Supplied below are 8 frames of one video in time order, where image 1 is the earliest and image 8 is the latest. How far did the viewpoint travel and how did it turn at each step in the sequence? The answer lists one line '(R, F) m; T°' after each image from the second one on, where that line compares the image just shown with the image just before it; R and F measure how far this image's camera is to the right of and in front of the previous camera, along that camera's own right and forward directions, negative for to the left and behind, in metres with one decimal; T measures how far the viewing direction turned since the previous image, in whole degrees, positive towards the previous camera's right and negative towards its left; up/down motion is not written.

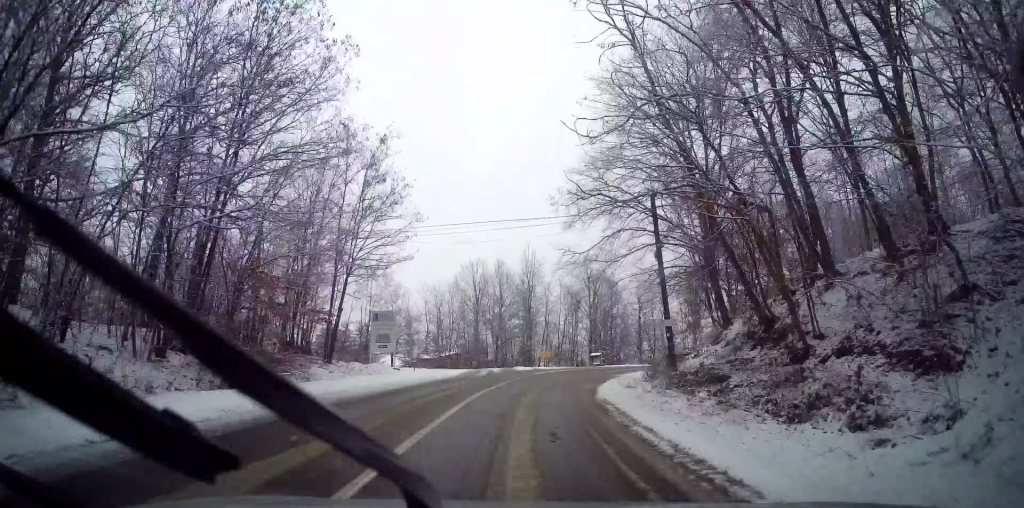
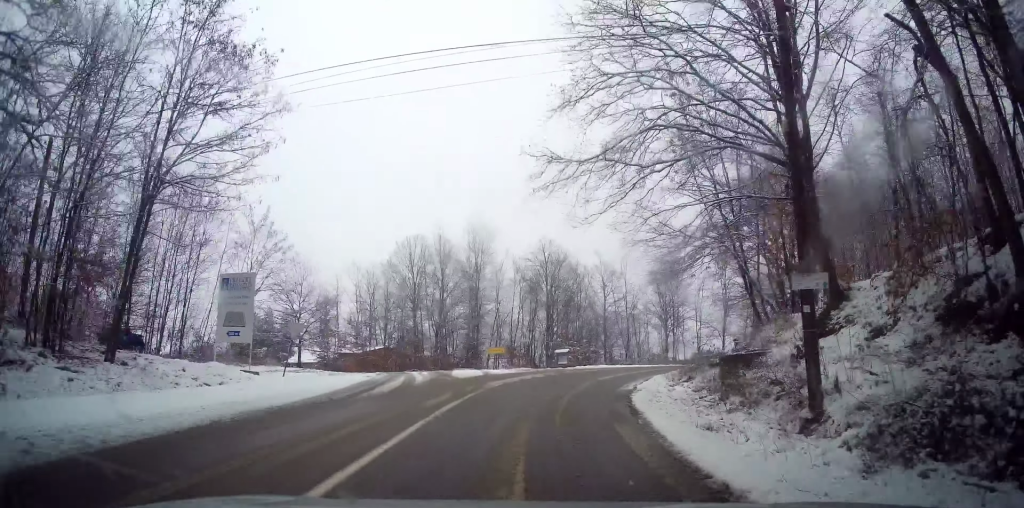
(0.0, +12.1) m; +4°
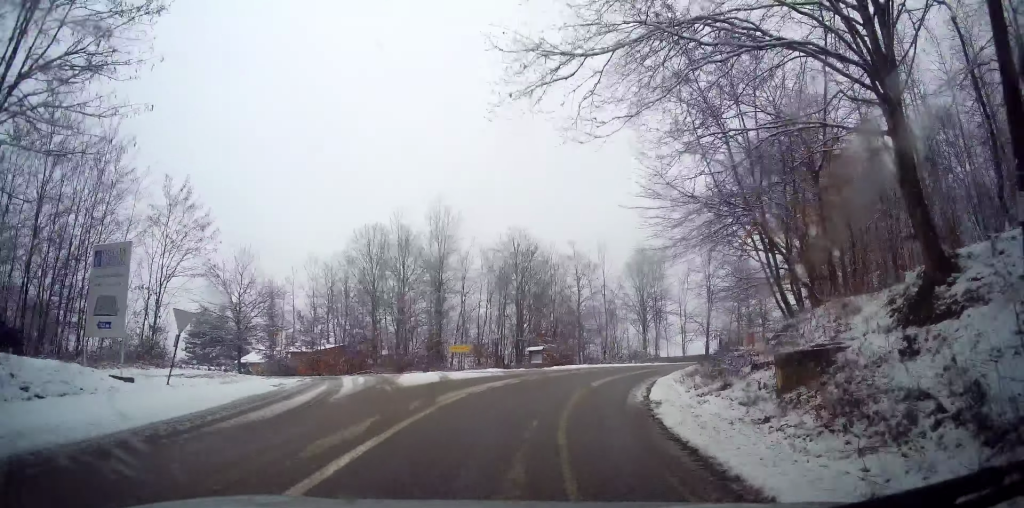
(+0.2, +5.0) m; +4°
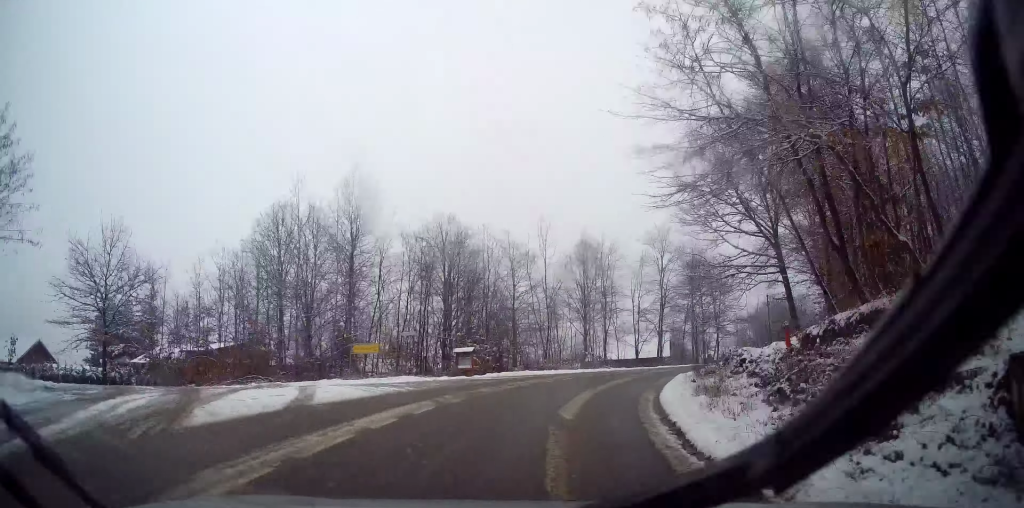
(+0.2, +7.6) m; +7°
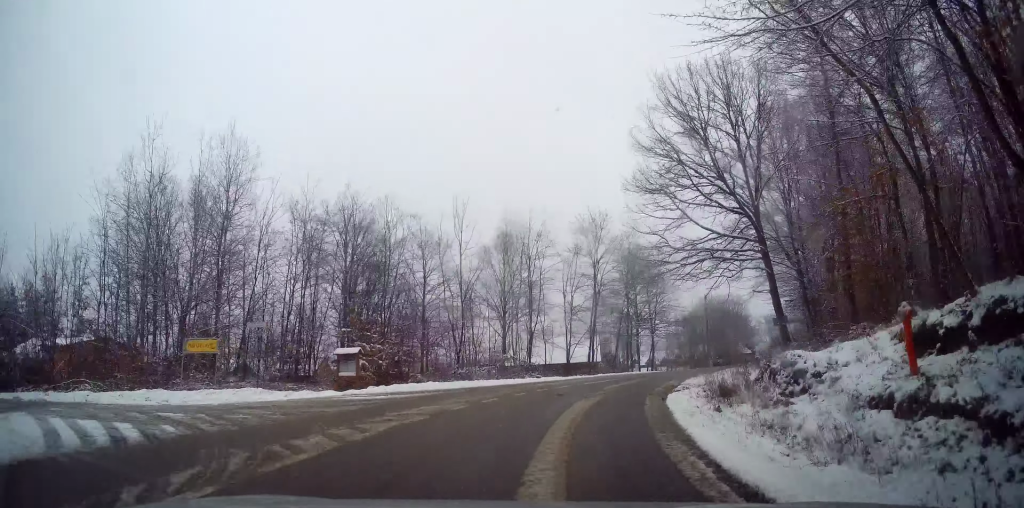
(+0.8, +7.9) m; +10°
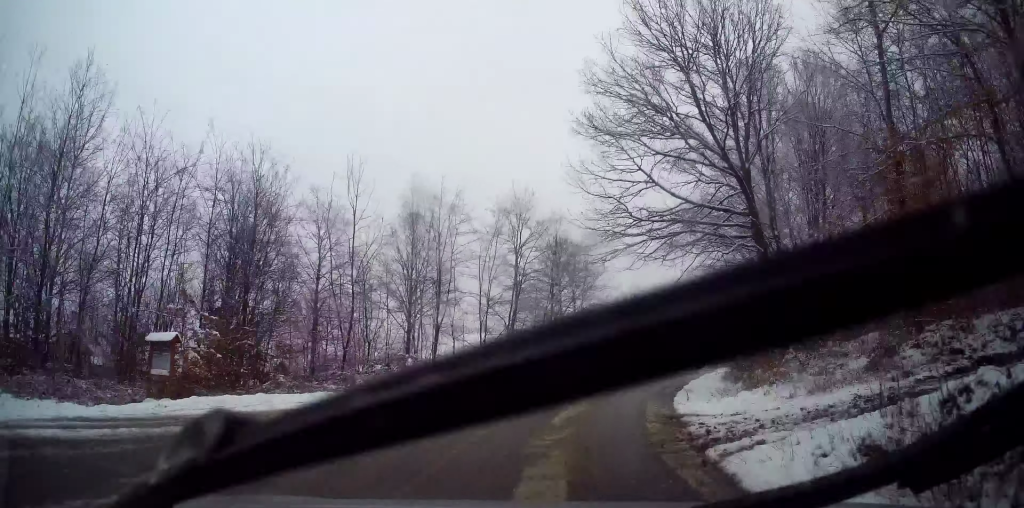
(+0.6, +7.5) m; +11°
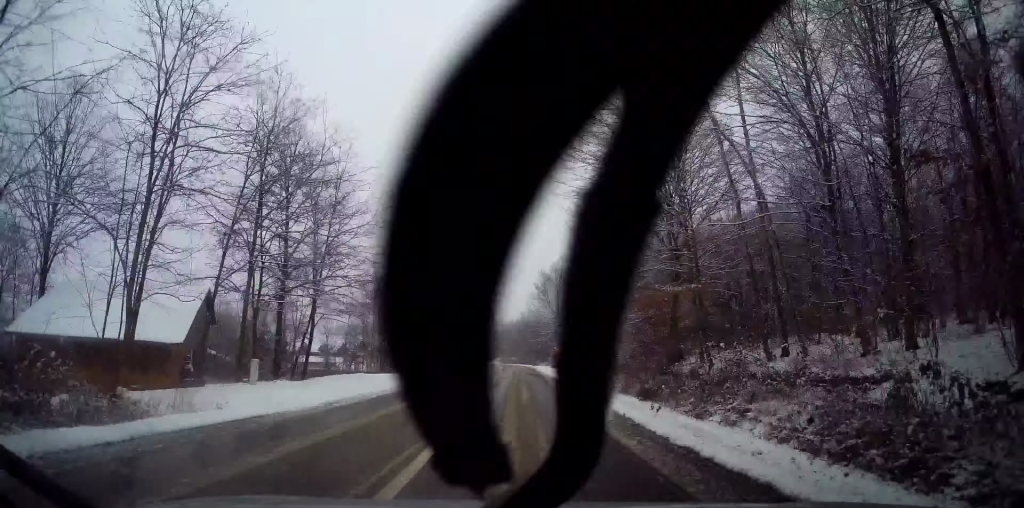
(+6.5, +23.6) m; +24°
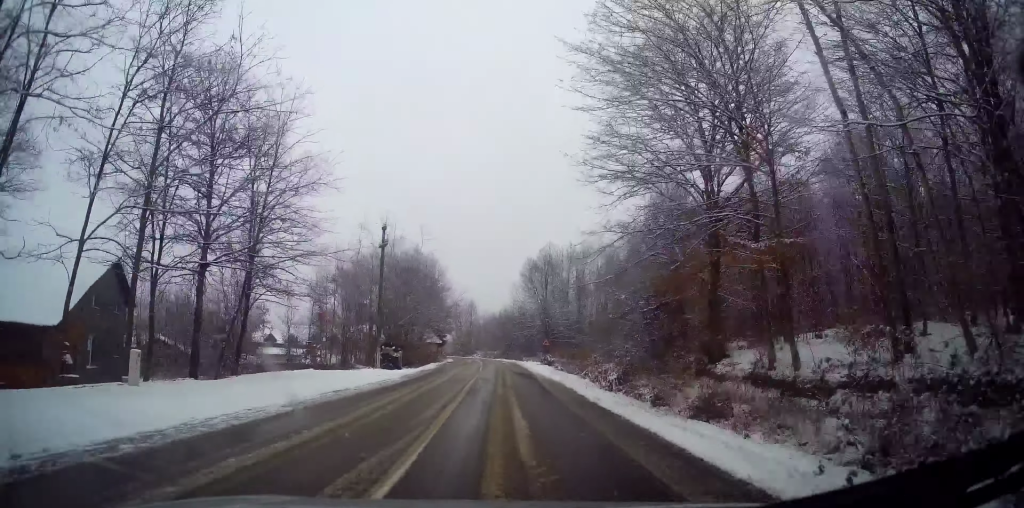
(+0.2, +7.2) m; +2°
